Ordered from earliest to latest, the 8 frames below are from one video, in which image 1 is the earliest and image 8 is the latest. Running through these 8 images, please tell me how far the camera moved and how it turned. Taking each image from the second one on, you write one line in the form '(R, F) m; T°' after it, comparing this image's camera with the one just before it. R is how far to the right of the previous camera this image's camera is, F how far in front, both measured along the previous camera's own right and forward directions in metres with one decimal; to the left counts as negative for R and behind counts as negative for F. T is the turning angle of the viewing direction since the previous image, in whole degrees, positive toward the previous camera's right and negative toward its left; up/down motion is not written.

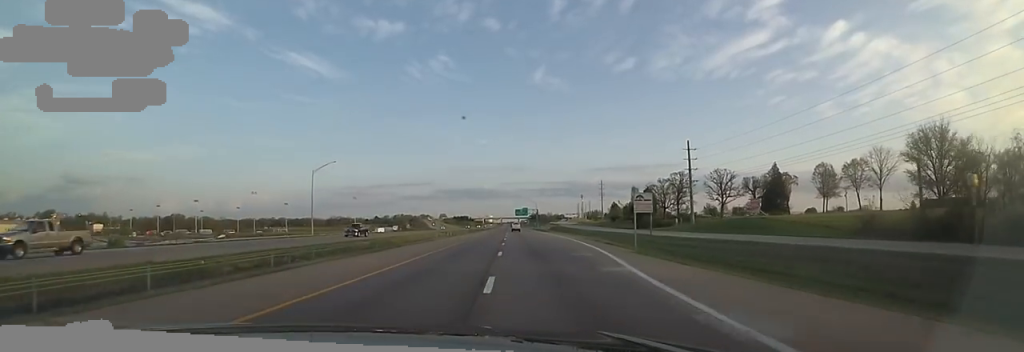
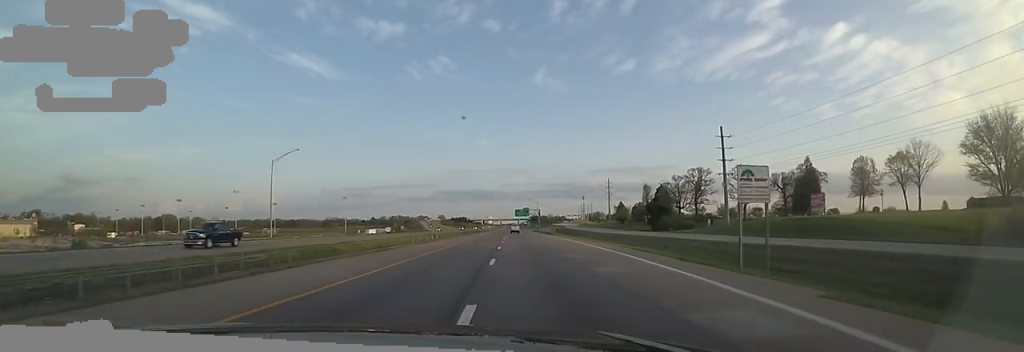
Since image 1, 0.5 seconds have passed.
(-0.1, +16.9) m; -1°
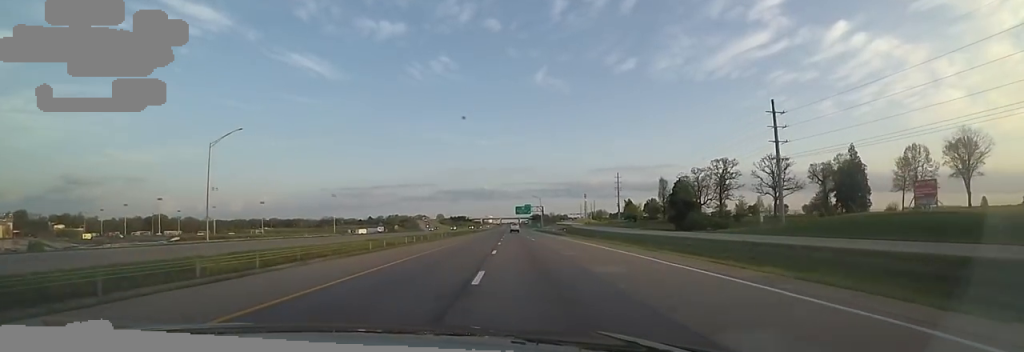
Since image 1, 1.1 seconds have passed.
(0.0, +18.0) m; -1°
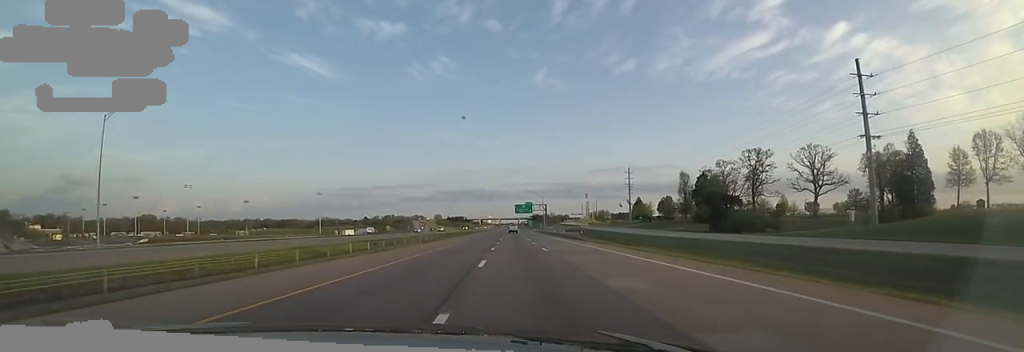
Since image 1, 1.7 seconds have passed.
(-0.4, +19.2) m; 0°
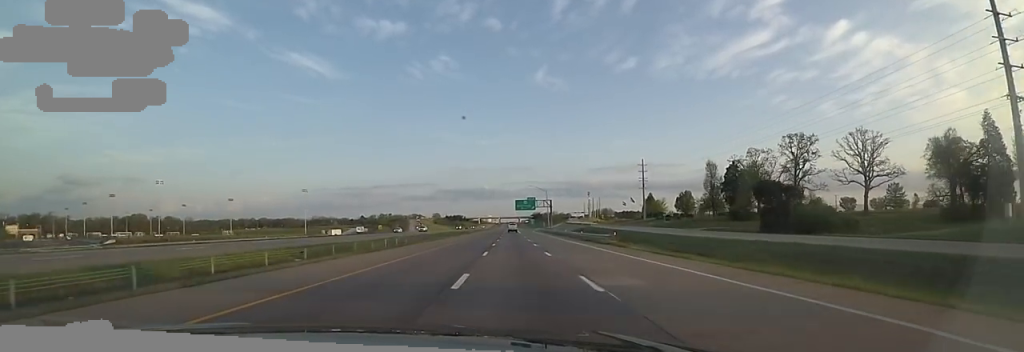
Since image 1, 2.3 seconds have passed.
(0.0, +18.3) m; 0°
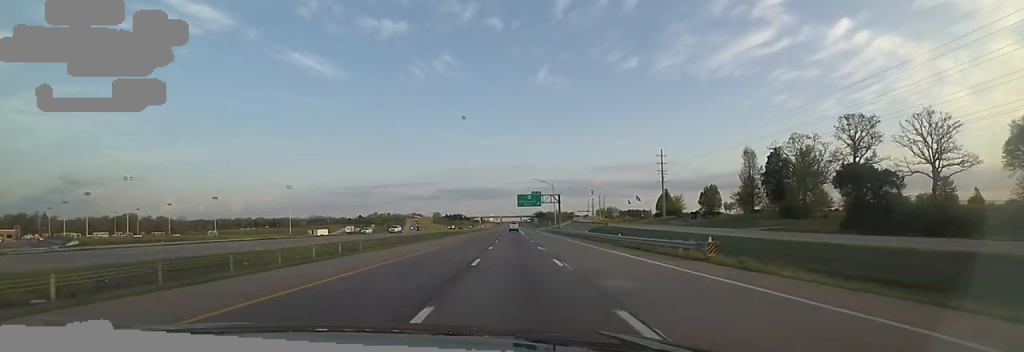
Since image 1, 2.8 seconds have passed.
(+0.4, +18.4) m; 0°
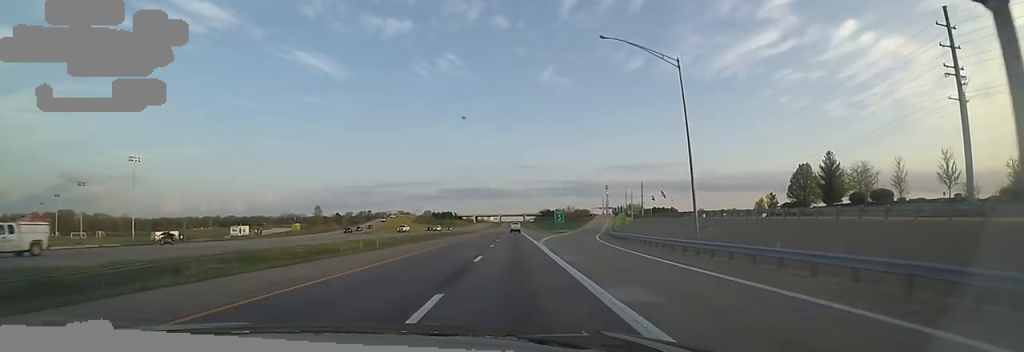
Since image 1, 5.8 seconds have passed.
(+1.1, +97.1) m; 0°
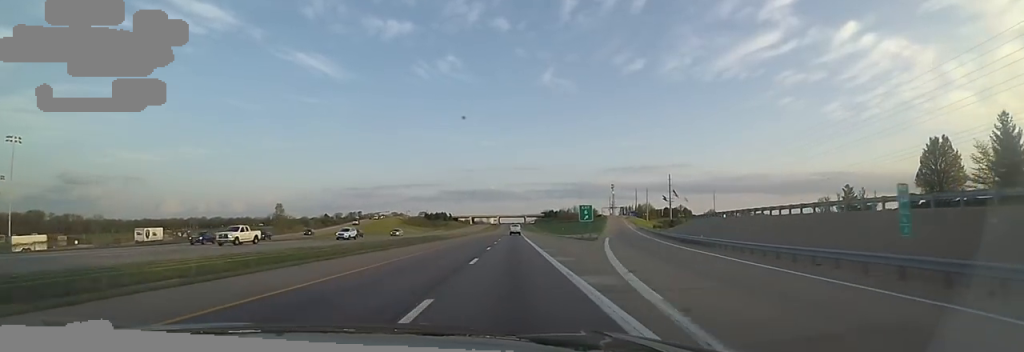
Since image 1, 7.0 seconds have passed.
(-0.9, +37.6) m; 0°
